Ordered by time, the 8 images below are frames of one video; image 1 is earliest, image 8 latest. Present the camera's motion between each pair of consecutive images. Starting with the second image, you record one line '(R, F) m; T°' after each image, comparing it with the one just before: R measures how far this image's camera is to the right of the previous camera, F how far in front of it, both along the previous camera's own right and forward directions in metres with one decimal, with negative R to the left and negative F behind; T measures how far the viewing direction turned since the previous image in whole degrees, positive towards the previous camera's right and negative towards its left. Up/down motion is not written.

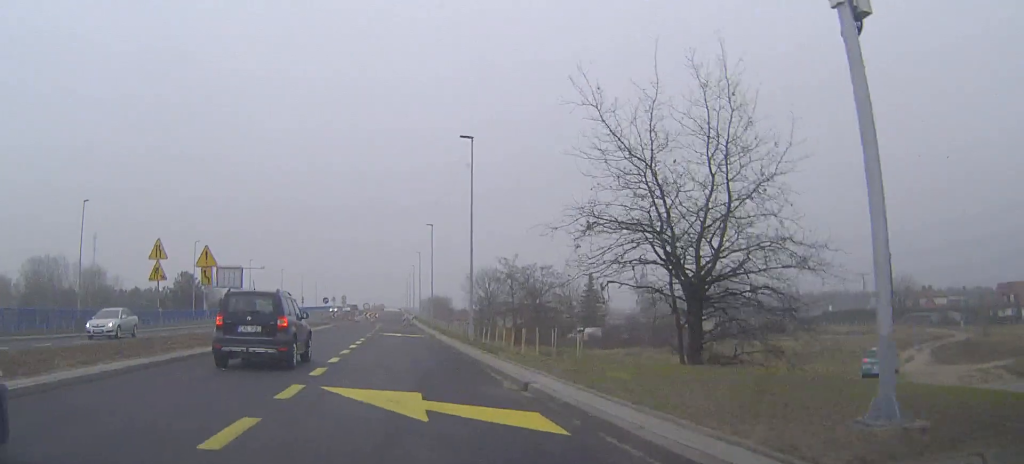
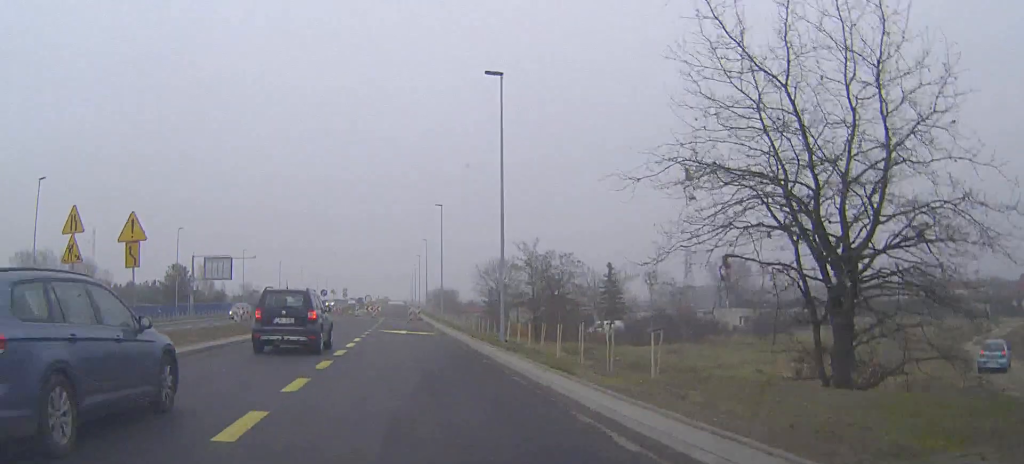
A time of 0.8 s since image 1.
(+0.1, +8.0) m; -1°
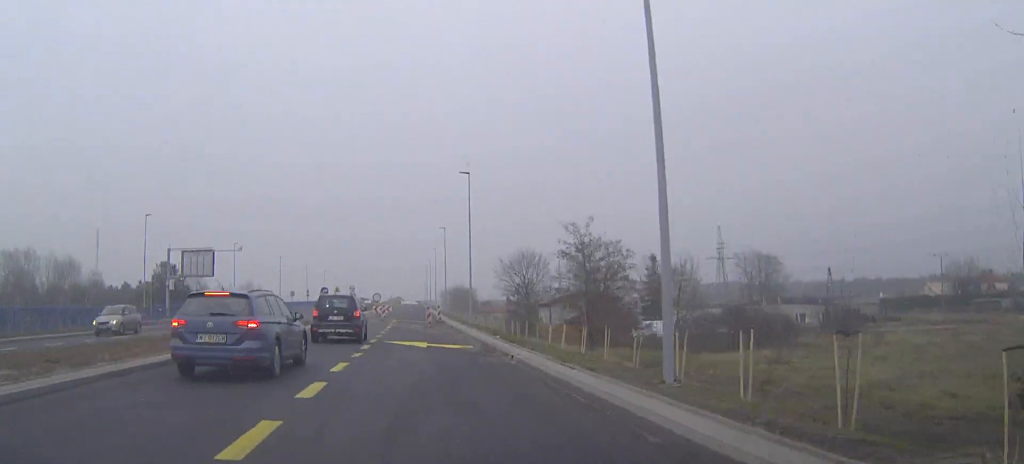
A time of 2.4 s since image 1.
(-0.3, +13.4) m; -2°
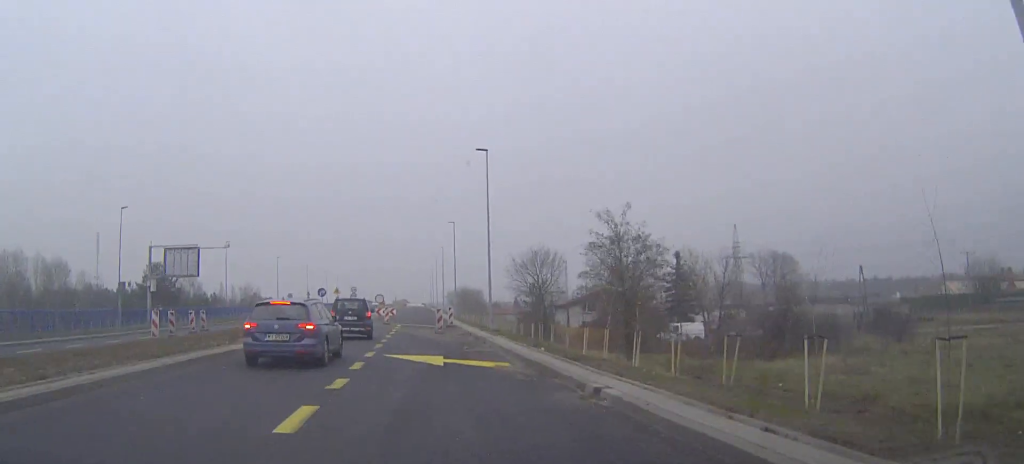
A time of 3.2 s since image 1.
(0.0, +6.9) m; 0°
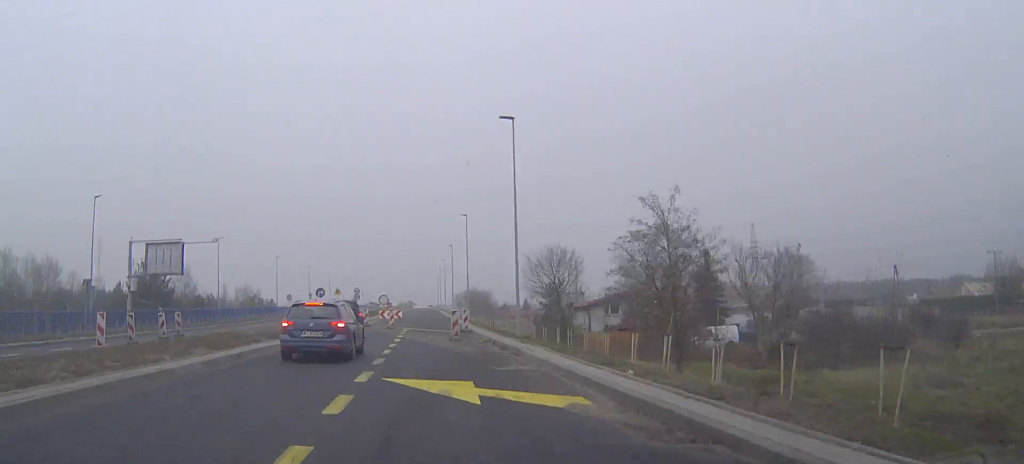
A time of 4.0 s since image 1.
(0.0, +6.1) m; -1°
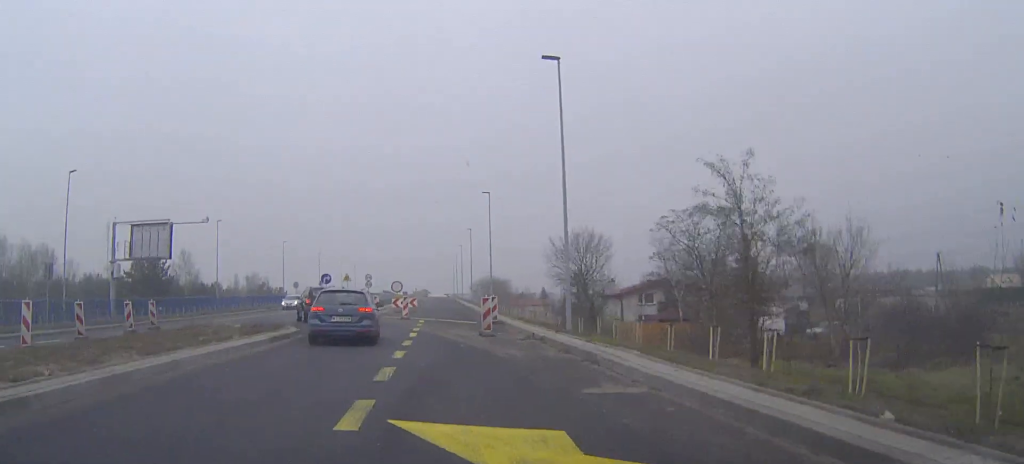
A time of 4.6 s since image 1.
(0.0, +5.7) m; -1°
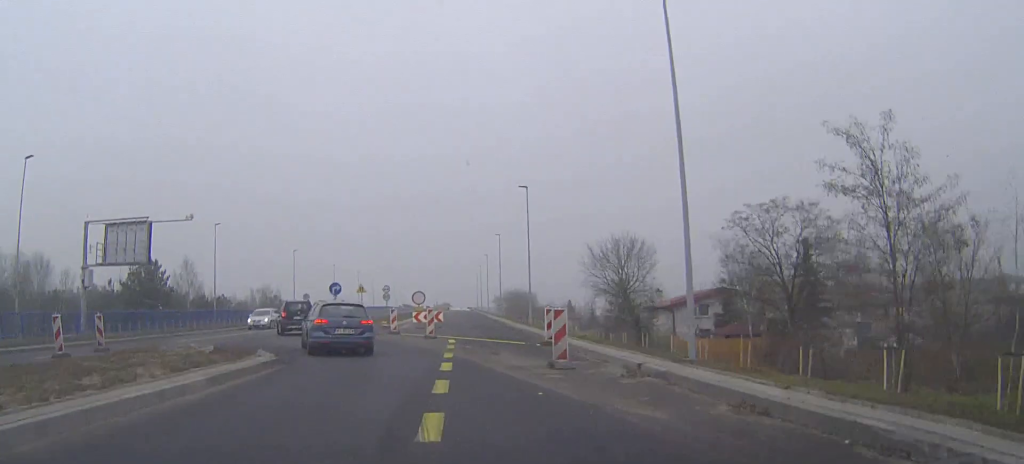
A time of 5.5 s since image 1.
(-0.1, +7.7) m; -1°
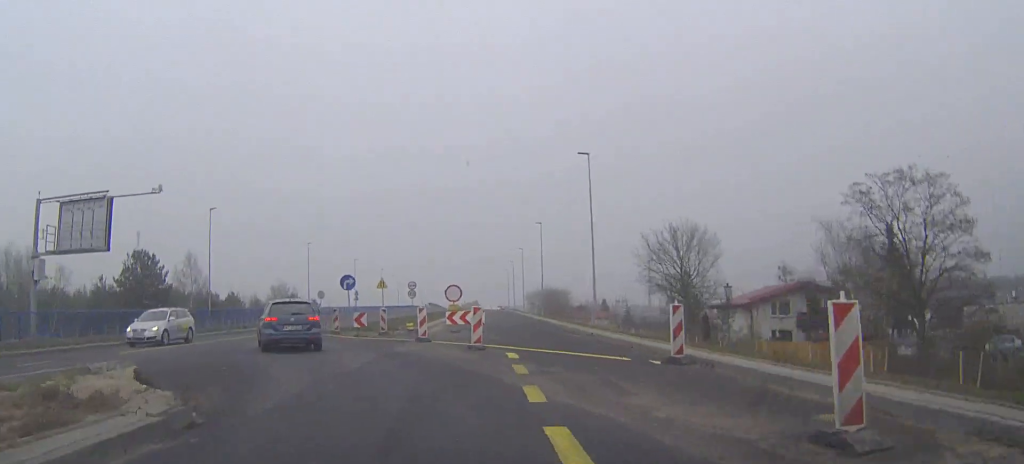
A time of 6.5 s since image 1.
(-0.1, +8.9) m; -2°
